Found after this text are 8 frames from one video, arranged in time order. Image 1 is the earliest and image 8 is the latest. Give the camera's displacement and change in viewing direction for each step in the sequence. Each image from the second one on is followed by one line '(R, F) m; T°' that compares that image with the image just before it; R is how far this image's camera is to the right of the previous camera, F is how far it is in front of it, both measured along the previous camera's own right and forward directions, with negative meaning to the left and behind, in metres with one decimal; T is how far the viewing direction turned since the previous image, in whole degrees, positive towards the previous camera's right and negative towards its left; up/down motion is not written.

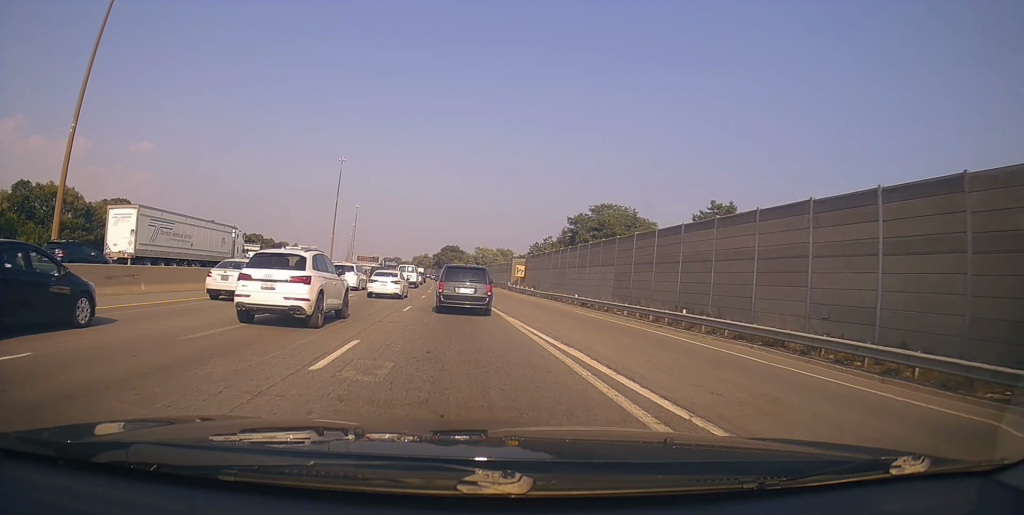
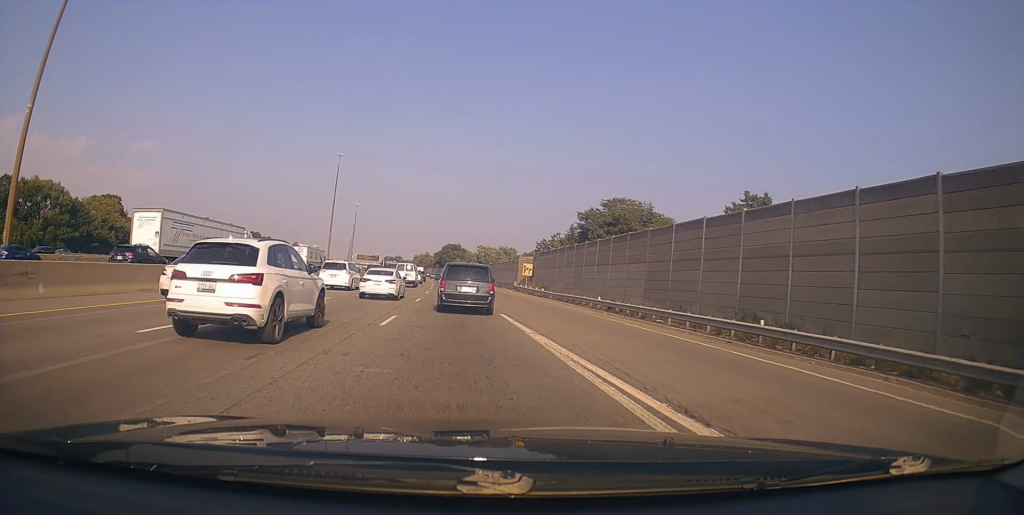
(0.0, +6.4) m; 0°
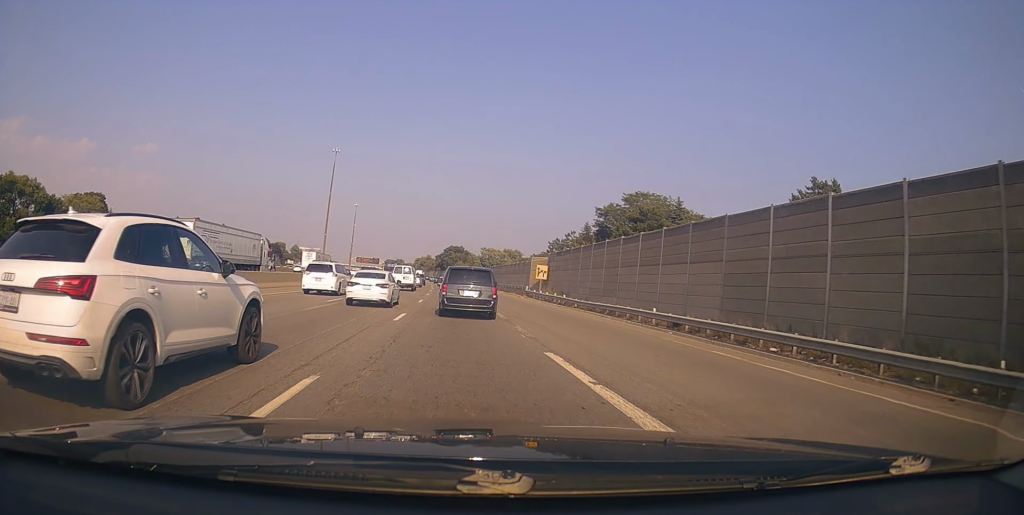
(0.0, +10.0) m; -1°
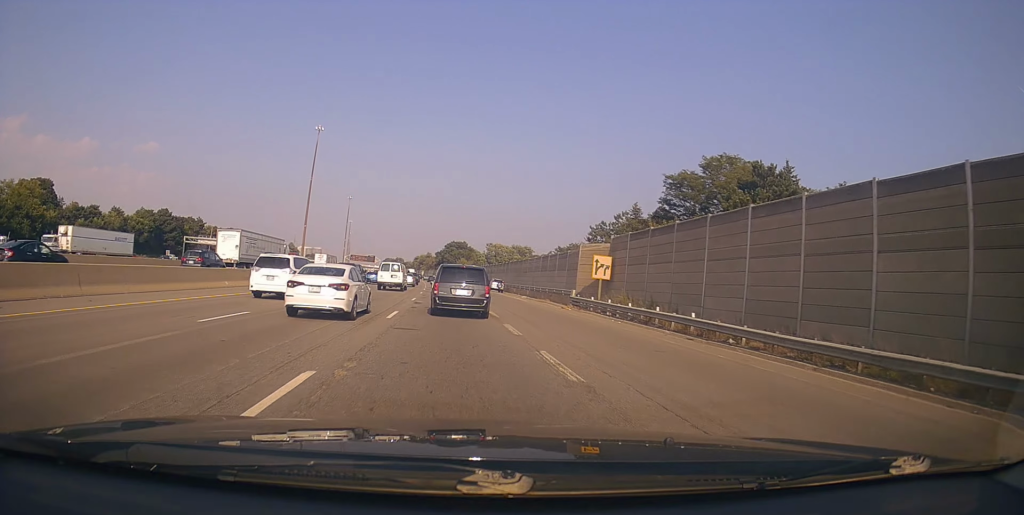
(-1.2, +24.6) m; -1°
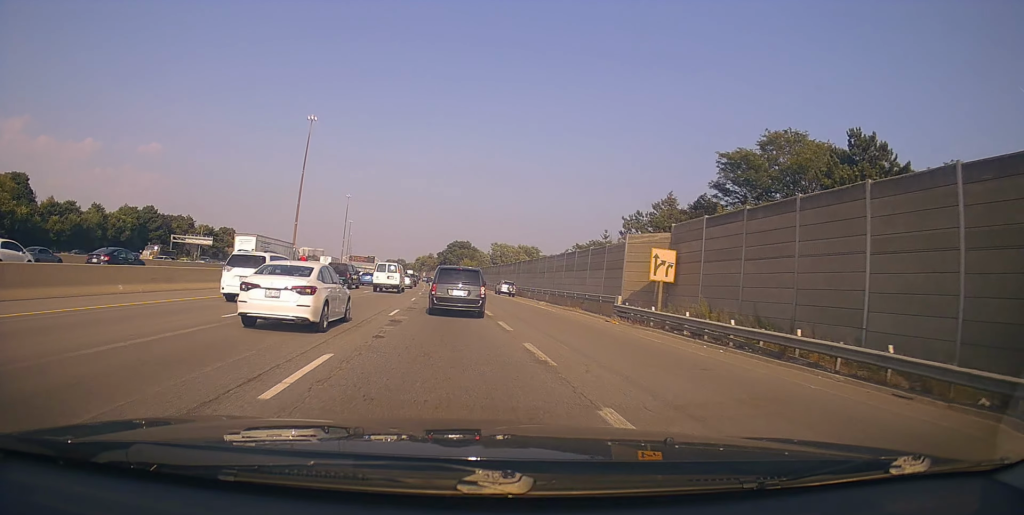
(+0.4, +10.8) m; +3°
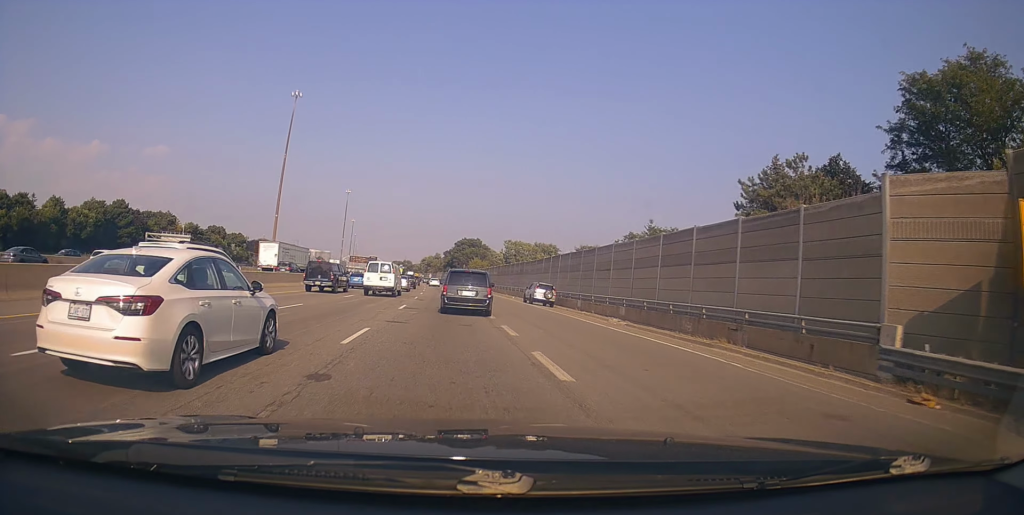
(-0.3, +19.1) m; -2°
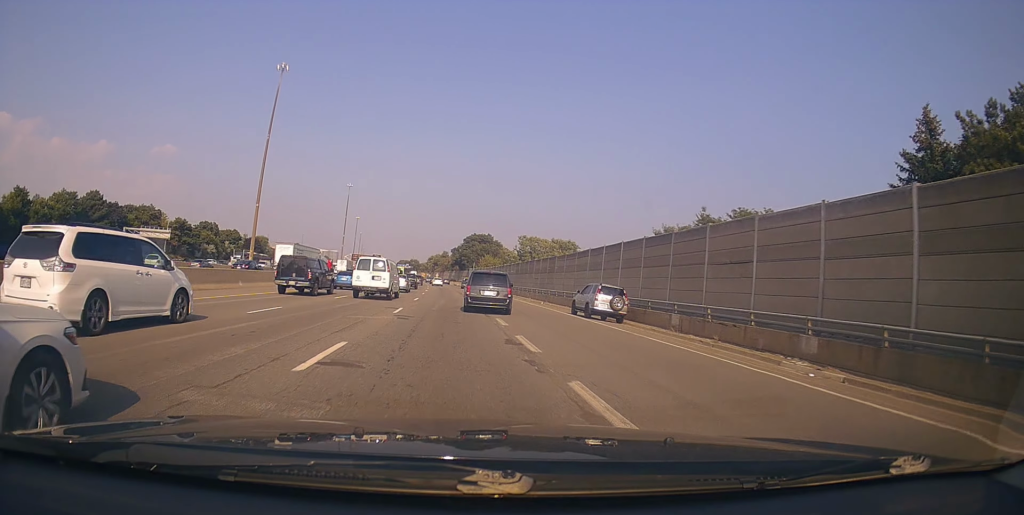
(+0.5, +14.7) m; +2°
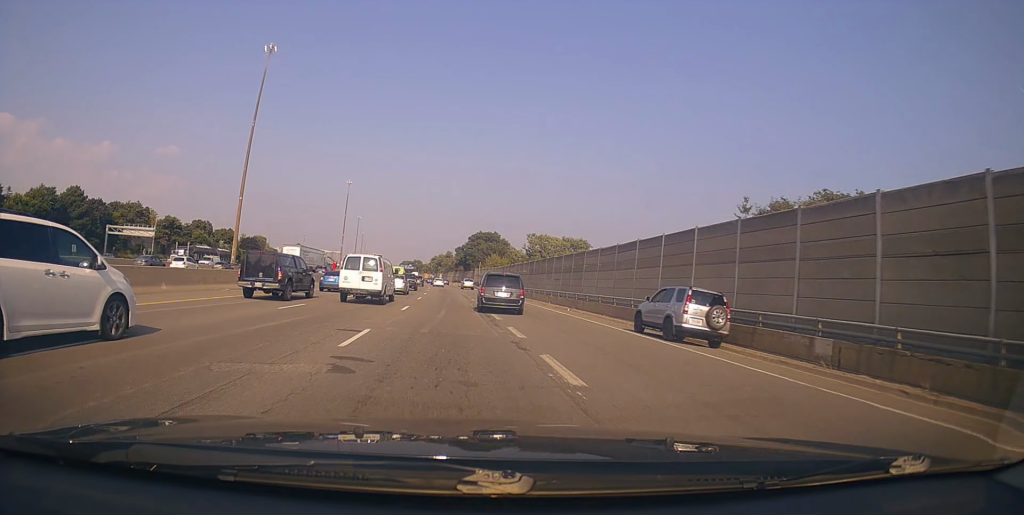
(+0.1, +9.2) m; -3°
